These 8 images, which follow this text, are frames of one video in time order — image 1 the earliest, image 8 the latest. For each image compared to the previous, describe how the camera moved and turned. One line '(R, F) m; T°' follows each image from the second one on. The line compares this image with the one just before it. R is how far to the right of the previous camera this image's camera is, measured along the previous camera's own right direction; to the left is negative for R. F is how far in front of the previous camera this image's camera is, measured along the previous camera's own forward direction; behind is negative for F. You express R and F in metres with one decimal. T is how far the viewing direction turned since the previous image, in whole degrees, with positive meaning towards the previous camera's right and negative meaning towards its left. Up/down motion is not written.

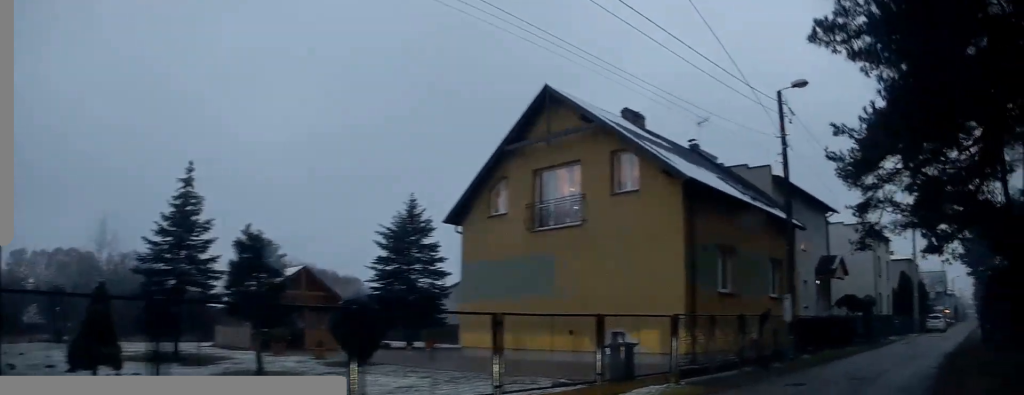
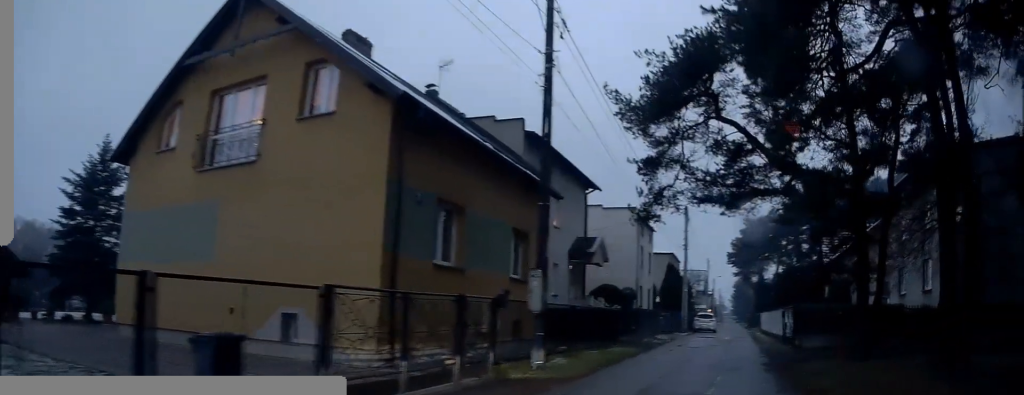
(+0.7, +6.0) m; +18°
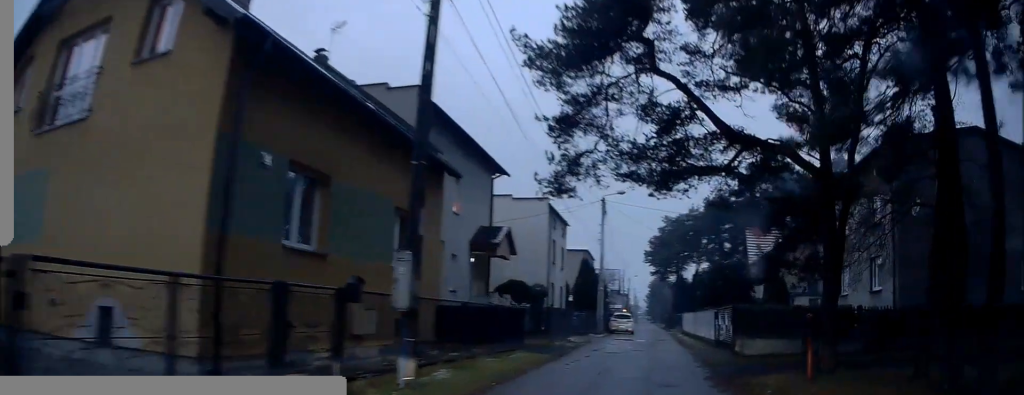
(+0.6, +3.3) m; +14°
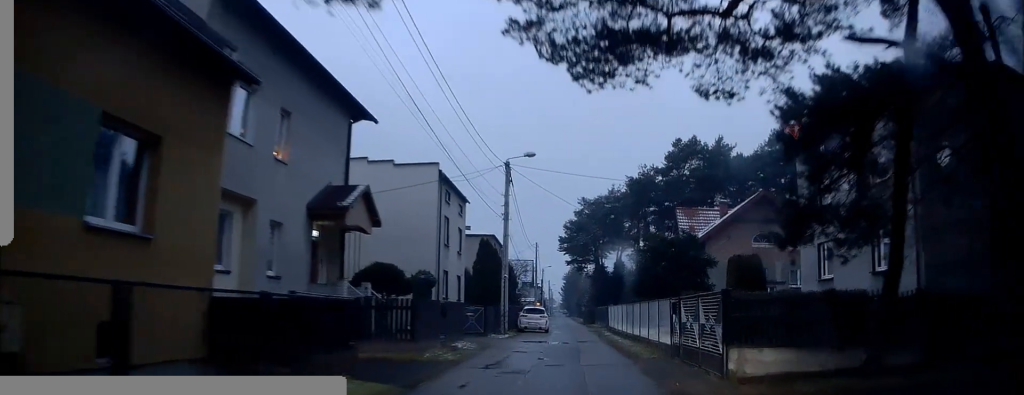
(+1.3, +7.9) m; +9°
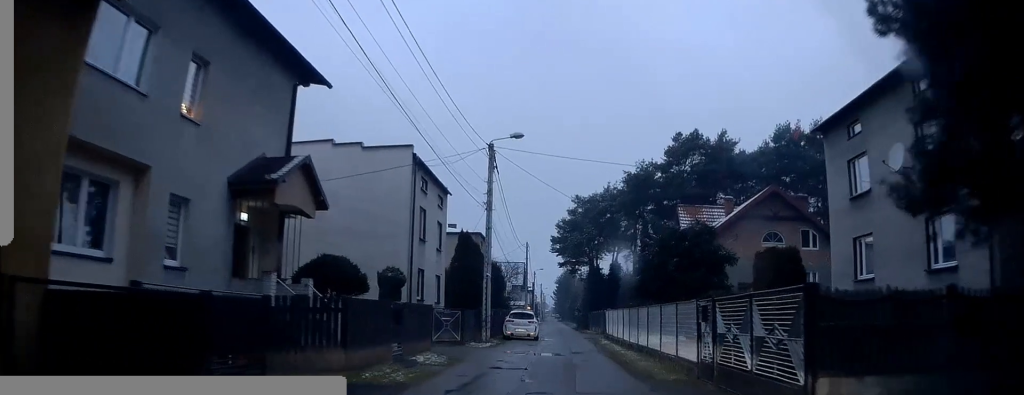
(-0.1, +3.8) m; -3°
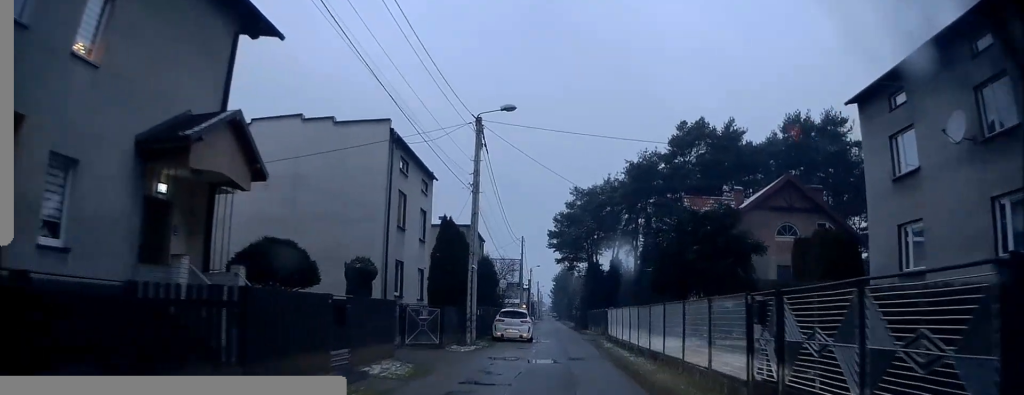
(-0.2, +3.1) m; 0°
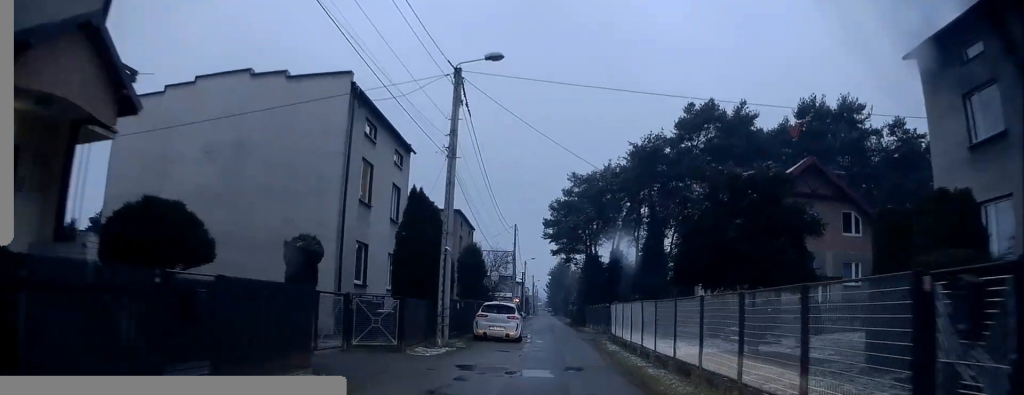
(+0.3, +4.1) m; -1°
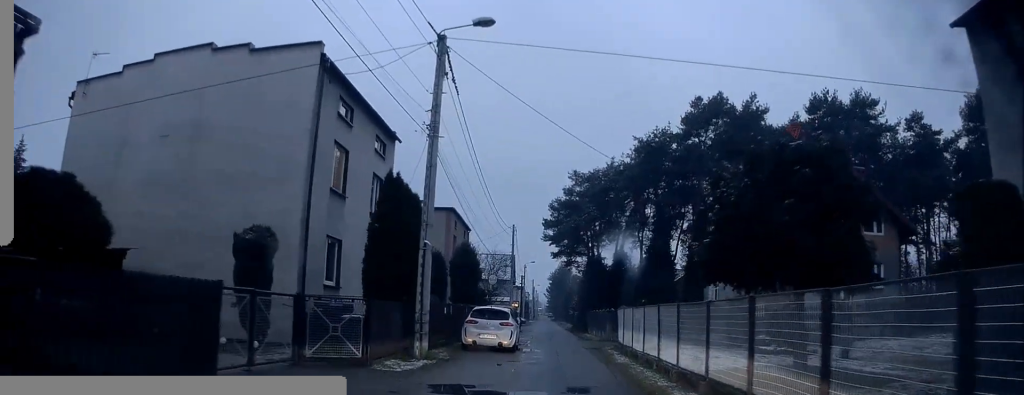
(-0.3, +2.8) m; -3°
